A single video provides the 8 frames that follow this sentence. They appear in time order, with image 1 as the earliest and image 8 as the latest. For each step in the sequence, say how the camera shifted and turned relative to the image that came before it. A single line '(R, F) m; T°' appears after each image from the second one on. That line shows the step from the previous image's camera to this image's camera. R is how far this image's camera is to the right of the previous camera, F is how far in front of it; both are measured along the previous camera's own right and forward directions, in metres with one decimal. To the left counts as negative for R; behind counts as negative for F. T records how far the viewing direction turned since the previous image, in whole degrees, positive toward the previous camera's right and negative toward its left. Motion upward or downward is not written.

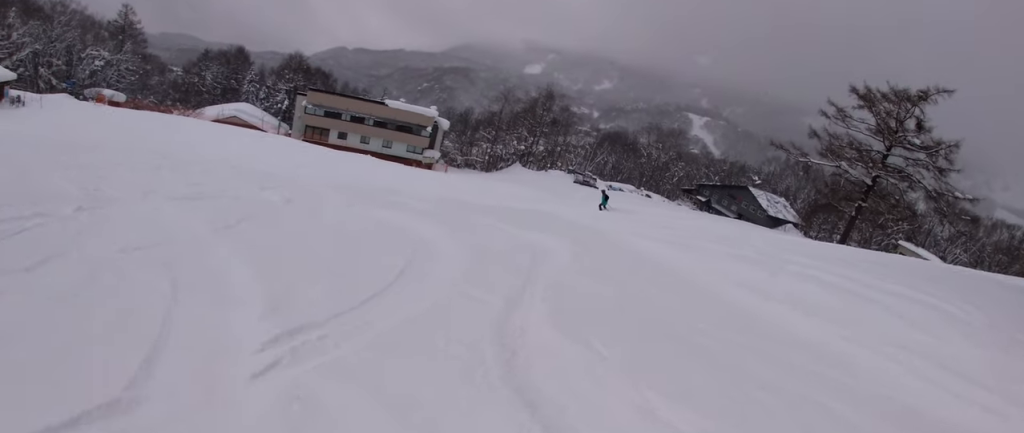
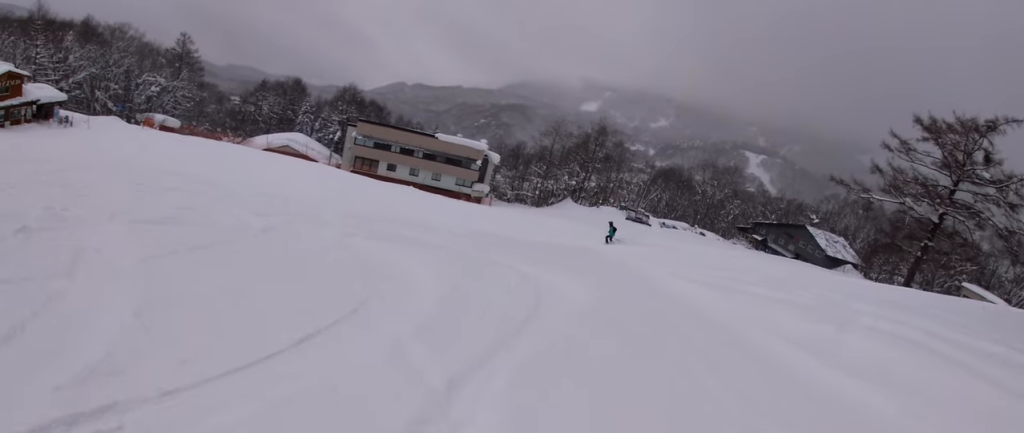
(0.0, +2.5) m; -14°
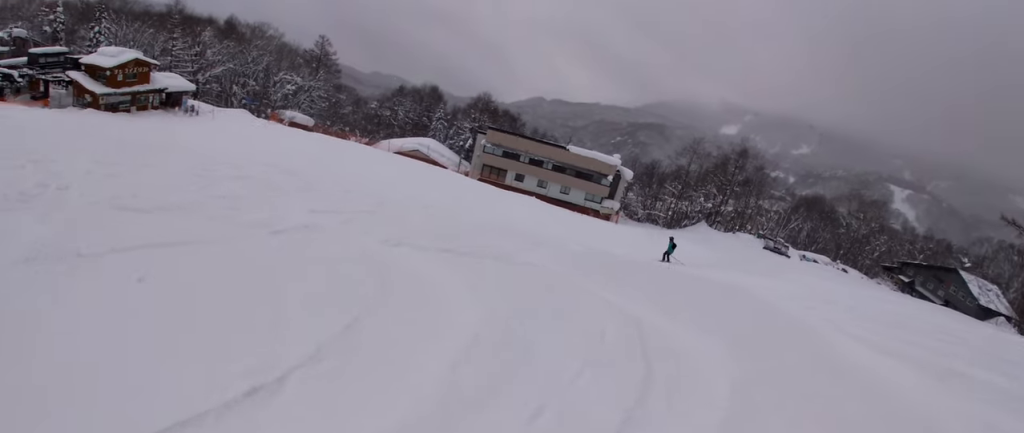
(-1.1, +3.8) m; -23°
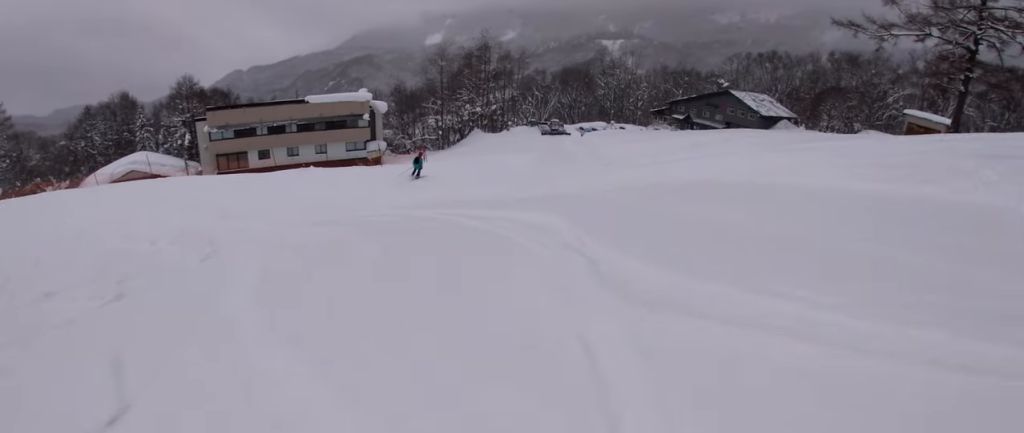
(-1.4, +11.7) m; +6°
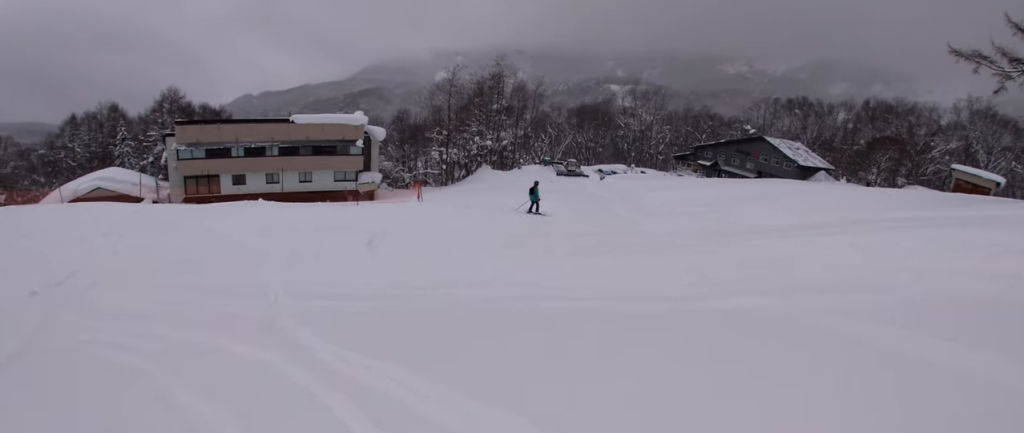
(+2.7, +10.8) m; +25°
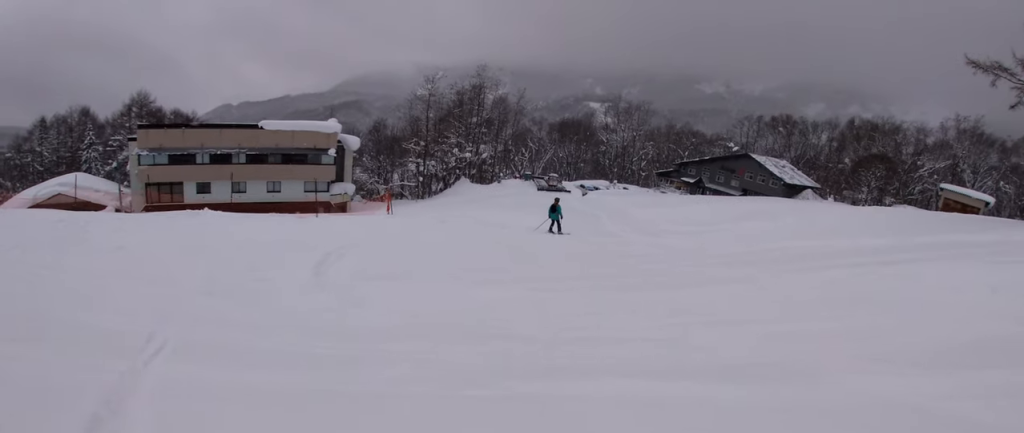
(+0.3, +3.2) m; +6°
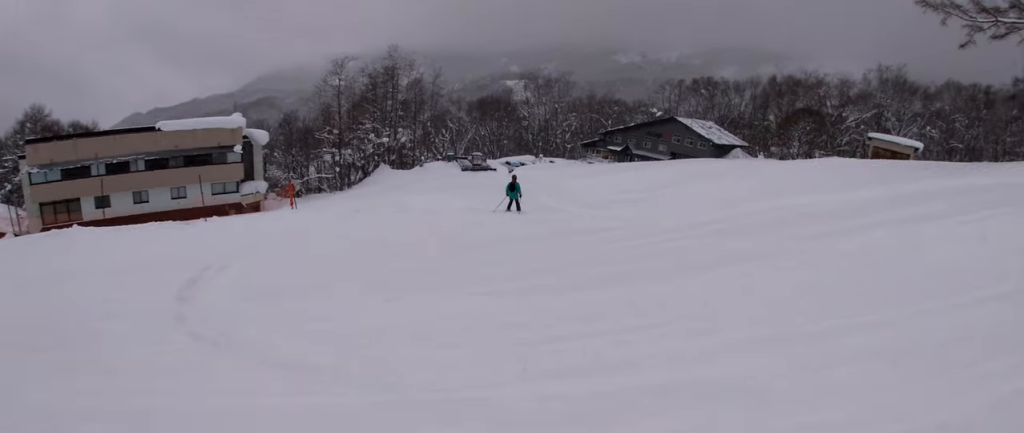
(-0.2, +3.0) m; +9°
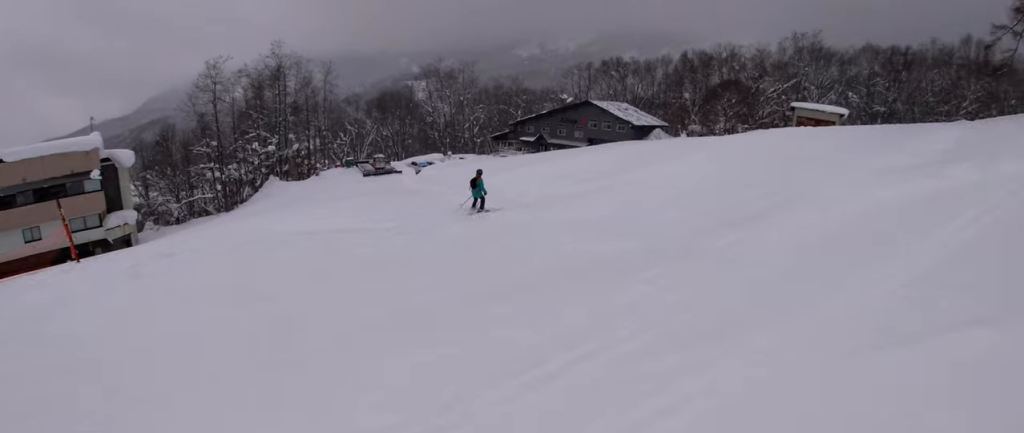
(+1.4, +6.2) m; +11°
